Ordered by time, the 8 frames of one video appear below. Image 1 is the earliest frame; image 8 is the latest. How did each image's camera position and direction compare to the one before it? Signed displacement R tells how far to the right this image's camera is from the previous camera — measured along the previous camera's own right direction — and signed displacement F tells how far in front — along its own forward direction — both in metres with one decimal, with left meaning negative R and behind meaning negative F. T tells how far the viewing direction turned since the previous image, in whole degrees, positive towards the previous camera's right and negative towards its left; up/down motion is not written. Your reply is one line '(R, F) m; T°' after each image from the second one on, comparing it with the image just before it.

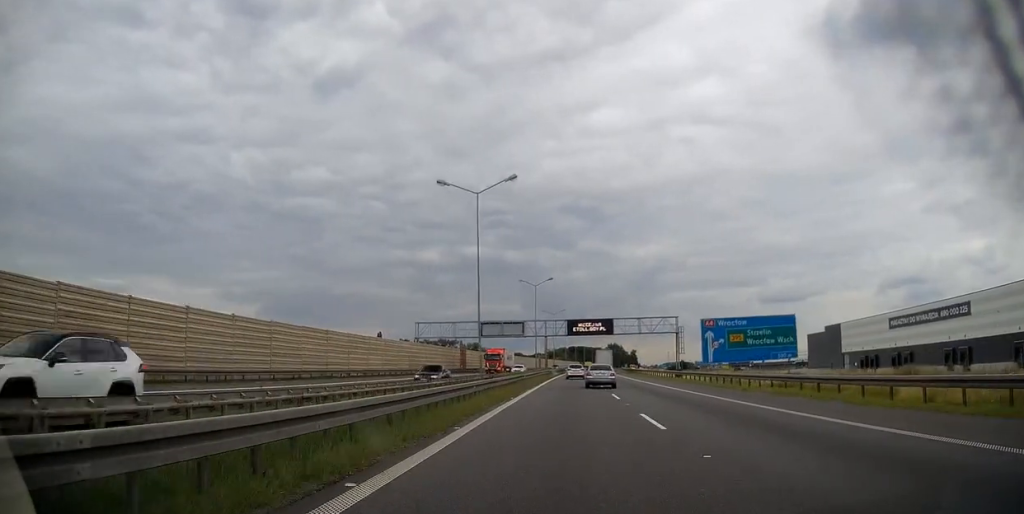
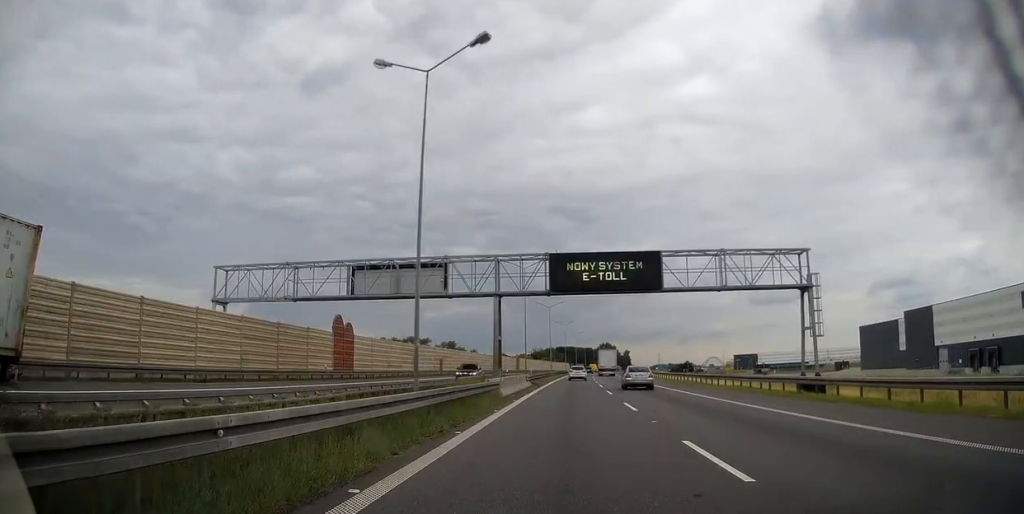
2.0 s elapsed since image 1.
(0.0, +54.1) m; +1°
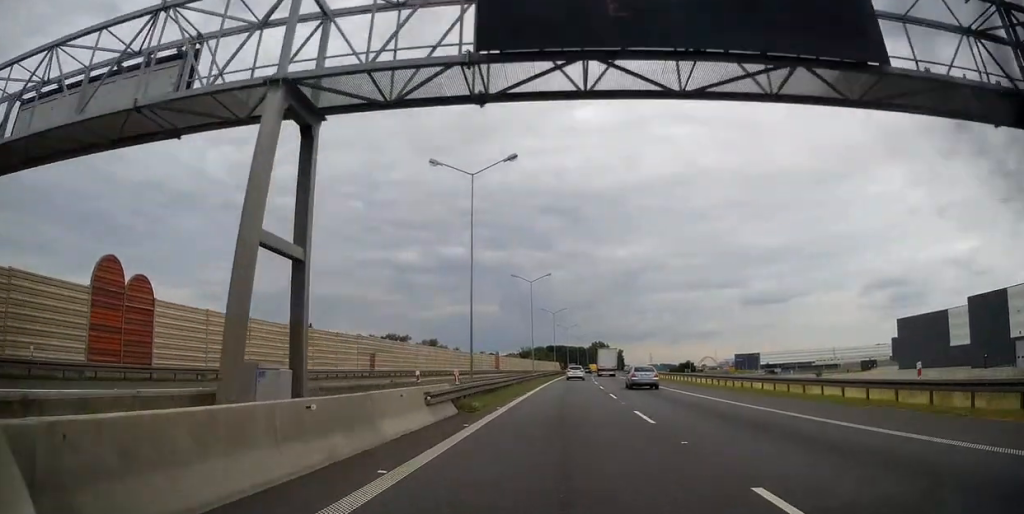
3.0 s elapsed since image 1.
(+0.3, +28.5) m; +1°
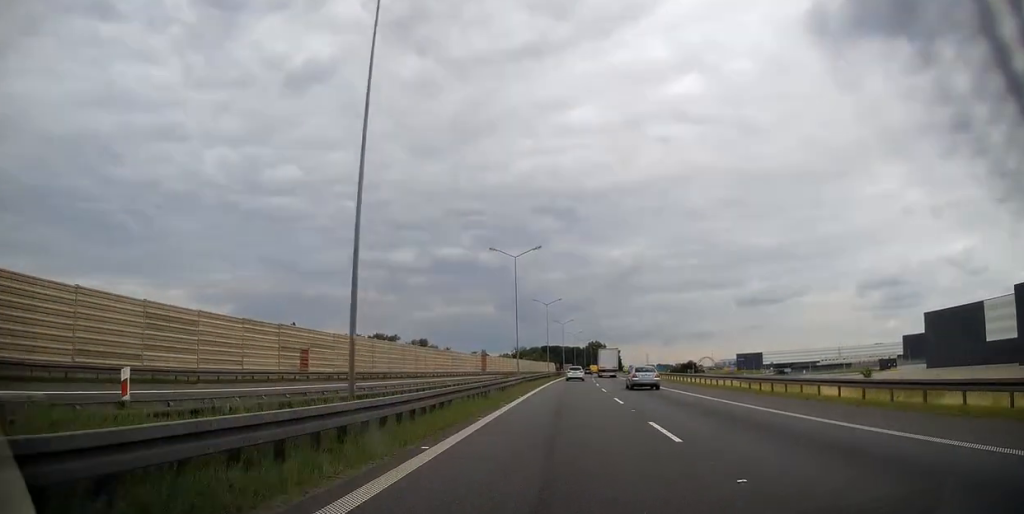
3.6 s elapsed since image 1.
(0.0, +15.7) m; +1°
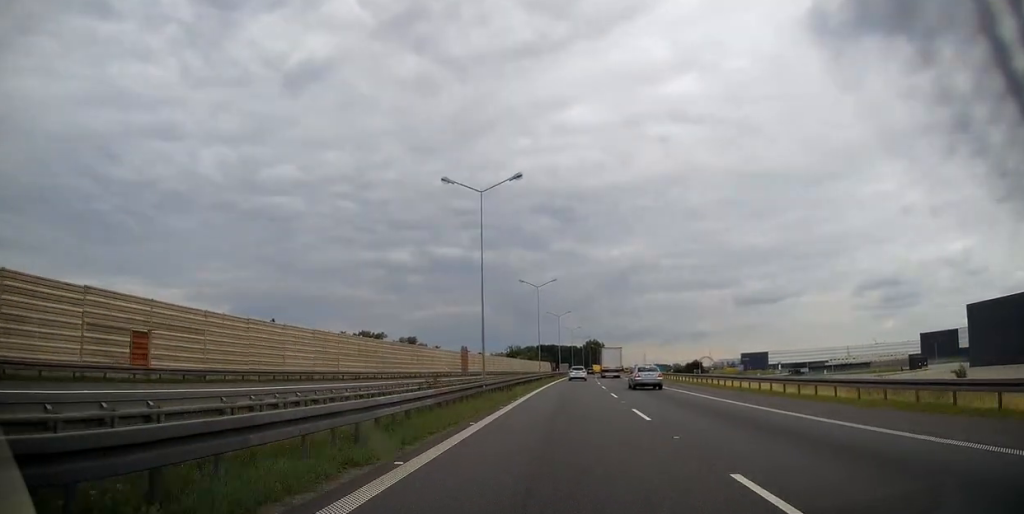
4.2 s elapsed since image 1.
(+0.2, +18.5) m; 0°
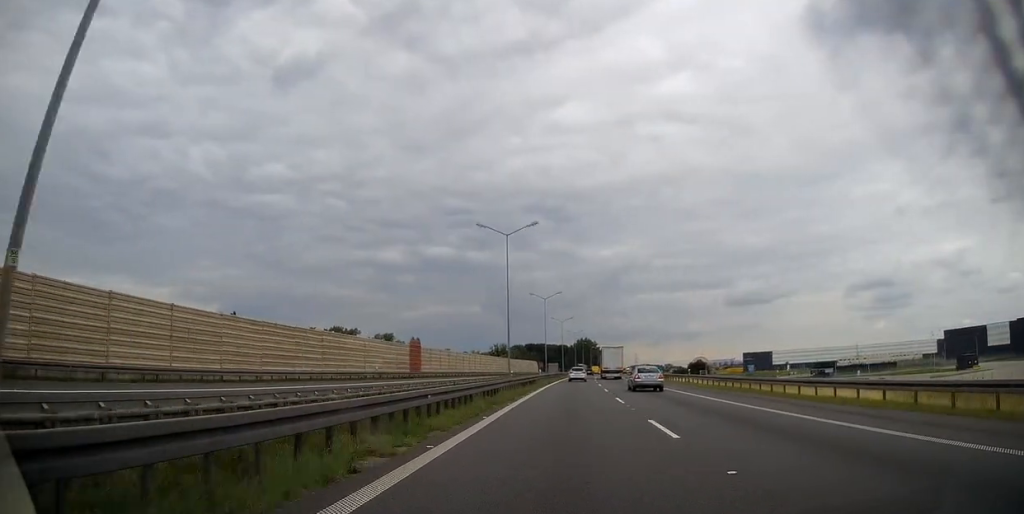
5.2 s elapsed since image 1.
(+0.2, +28.0) m; +1°
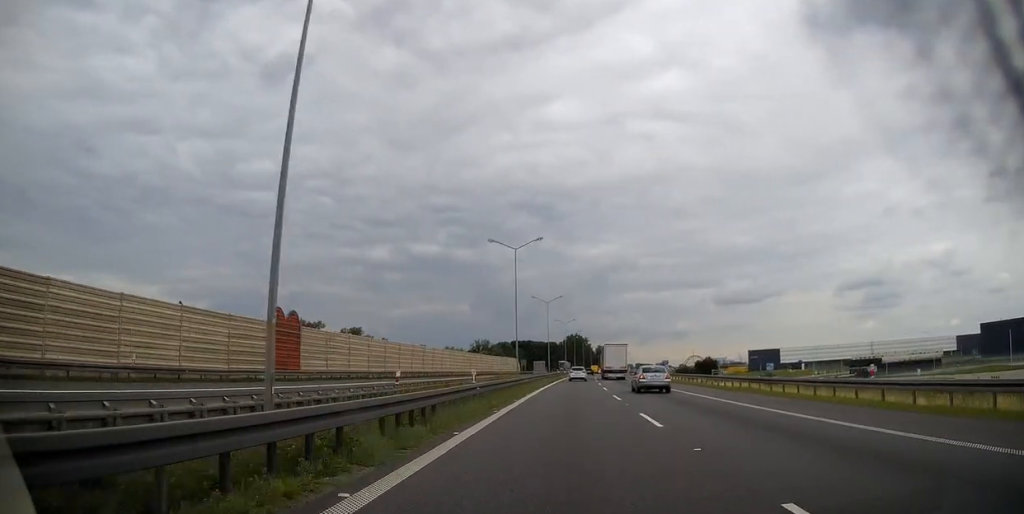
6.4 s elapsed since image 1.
(+0.3, +33.9) m; +1°
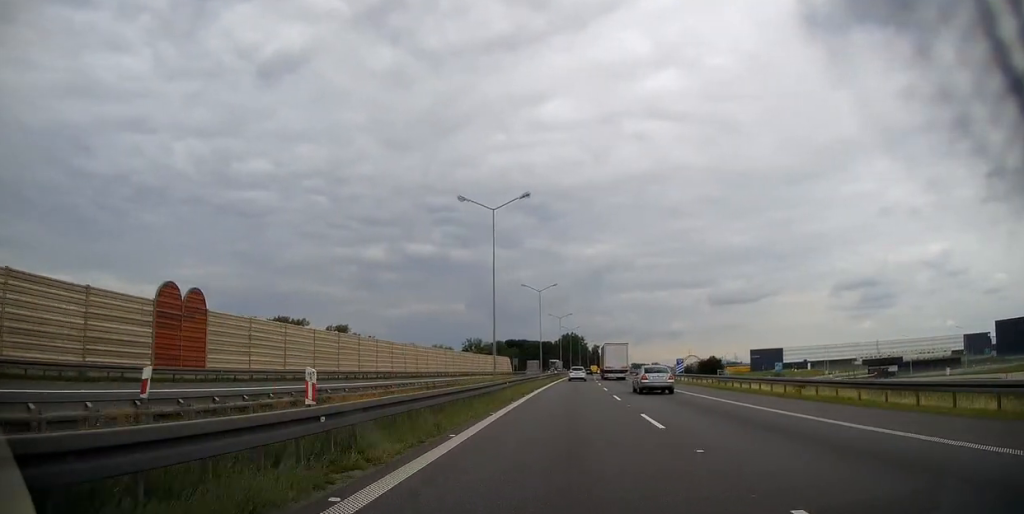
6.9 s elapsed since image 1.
(0.0, +12.3) m; 0°
